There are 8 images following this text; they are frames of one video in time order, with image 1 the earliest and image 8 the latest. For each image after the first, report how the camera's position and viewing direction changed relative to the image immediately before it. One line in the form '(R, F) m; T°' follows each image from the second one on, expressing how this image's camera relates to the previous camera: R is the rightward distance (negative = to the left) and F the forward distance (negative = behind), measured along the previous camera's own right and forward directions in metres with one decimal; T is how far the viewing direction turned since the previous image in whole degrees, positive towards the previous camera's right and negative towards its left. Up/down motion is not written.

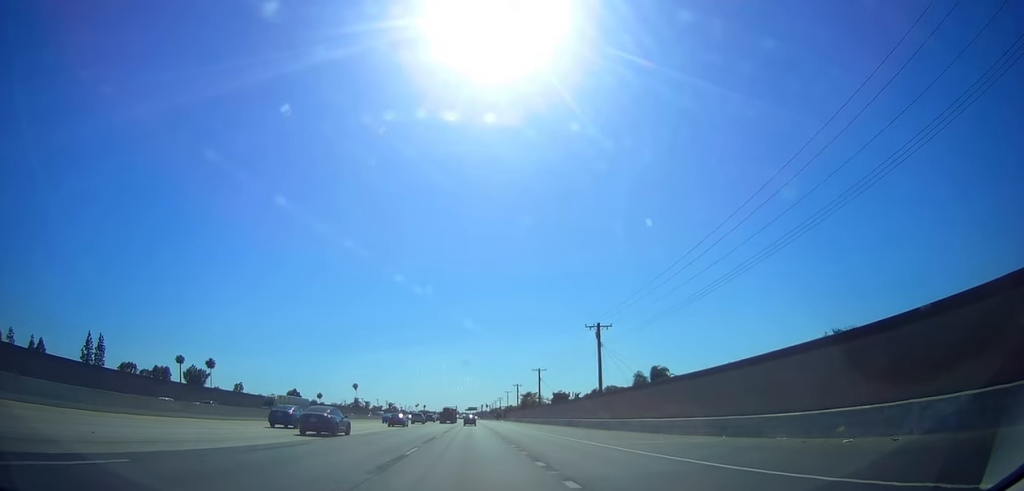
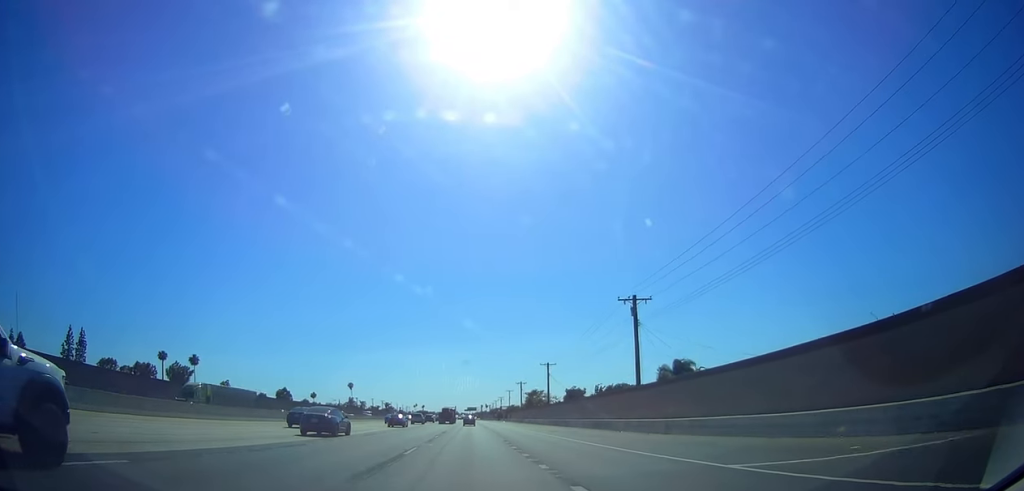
(-0.5, +14.5) m; 0°
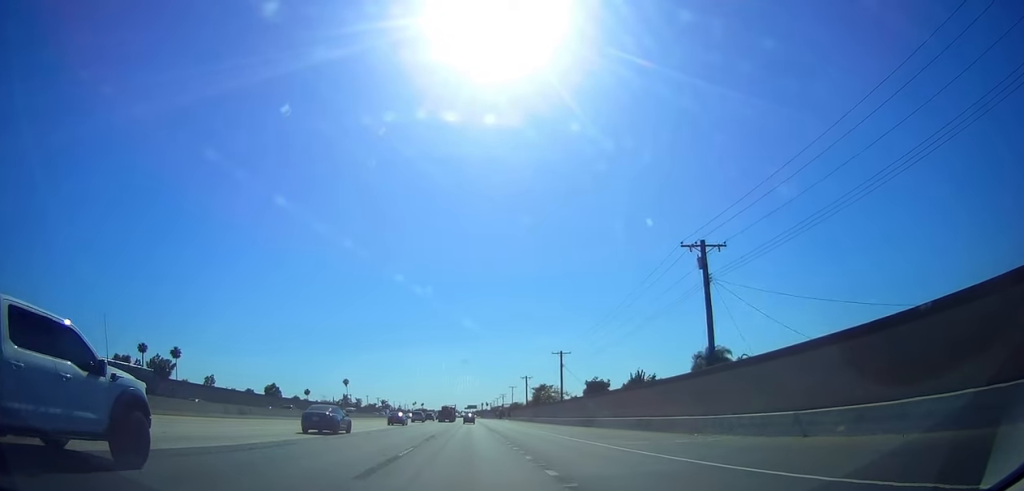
(+0.1, +15.4) m; +1°
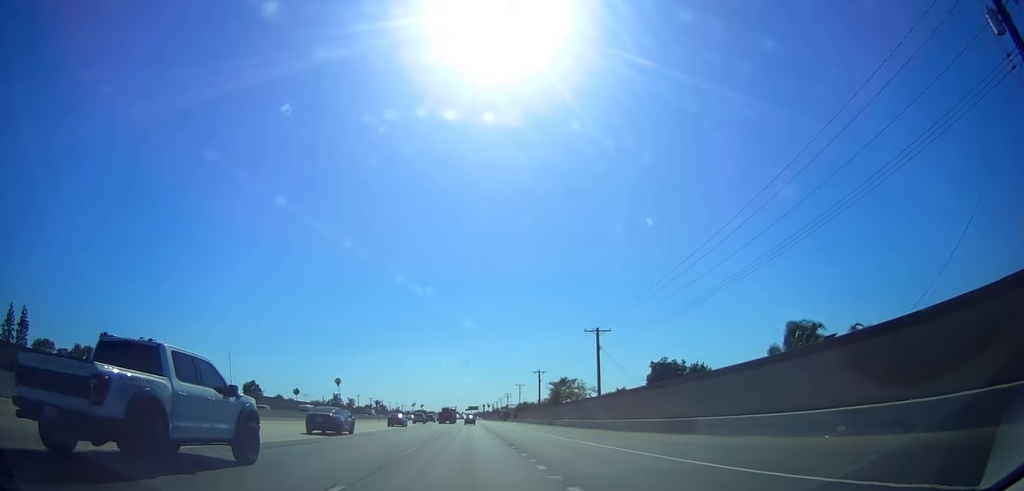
(+0.6, +25.7) m; +1°
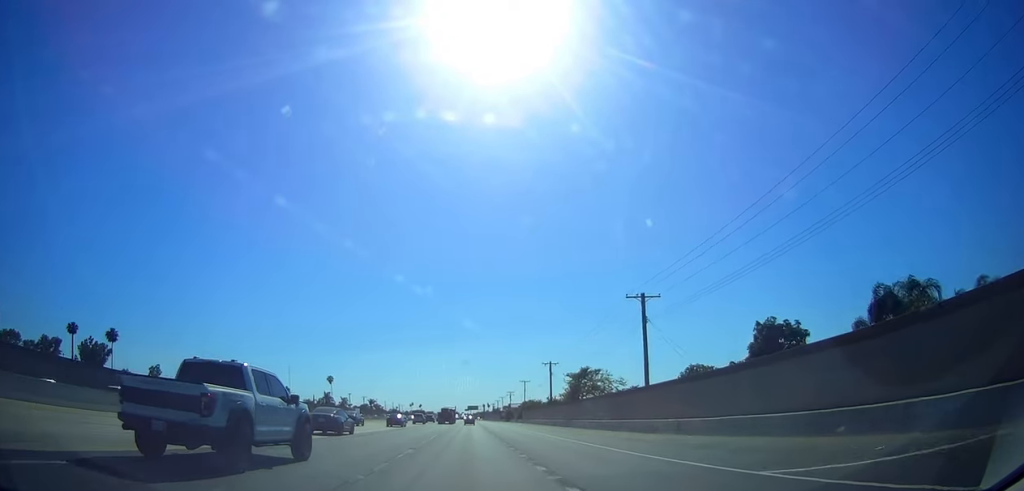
(0.0, +18.1) m; 0°
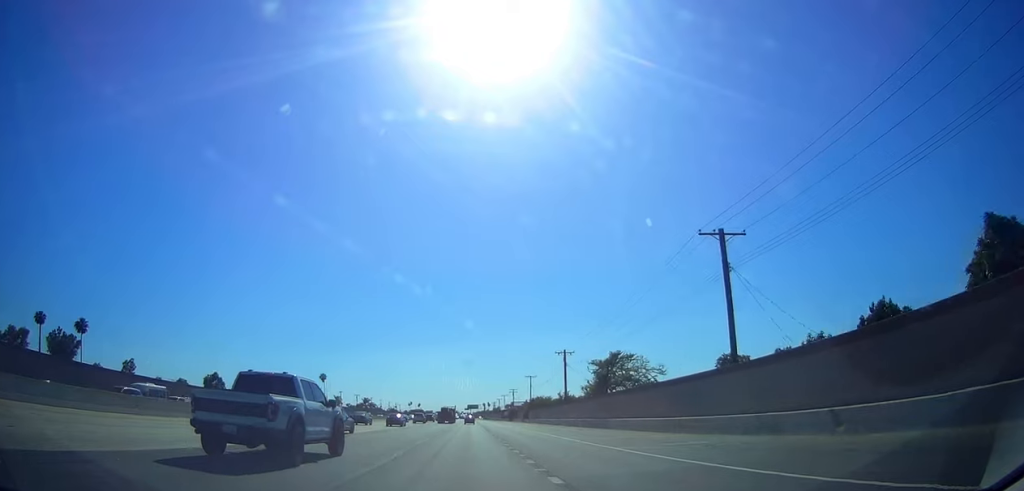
(0.0, +16.4) m; 0°
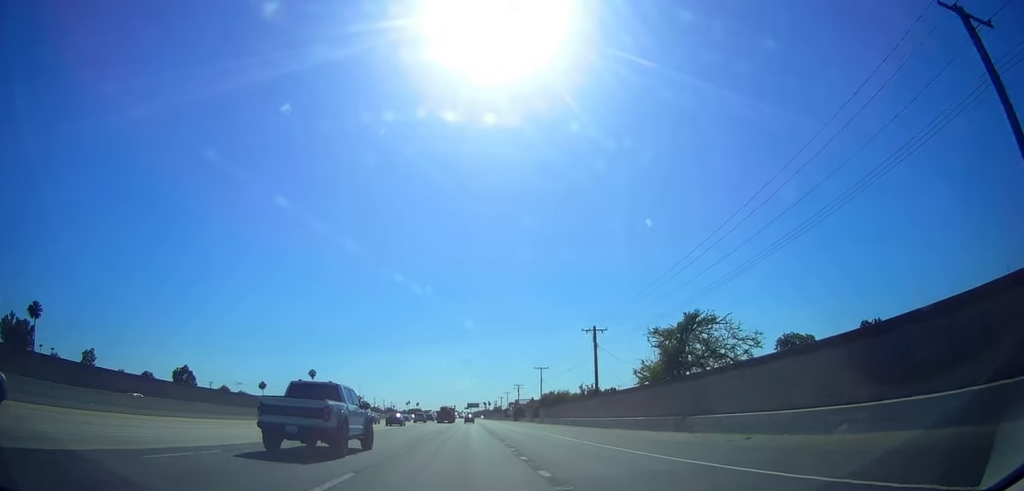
(0.0, +21.6) m; 0°
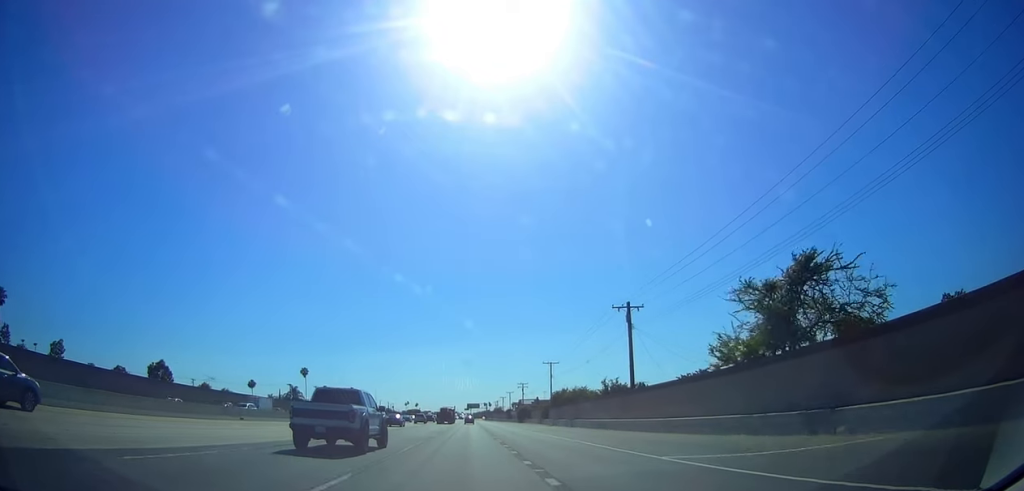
(0.0, +14.8) m; 0°
